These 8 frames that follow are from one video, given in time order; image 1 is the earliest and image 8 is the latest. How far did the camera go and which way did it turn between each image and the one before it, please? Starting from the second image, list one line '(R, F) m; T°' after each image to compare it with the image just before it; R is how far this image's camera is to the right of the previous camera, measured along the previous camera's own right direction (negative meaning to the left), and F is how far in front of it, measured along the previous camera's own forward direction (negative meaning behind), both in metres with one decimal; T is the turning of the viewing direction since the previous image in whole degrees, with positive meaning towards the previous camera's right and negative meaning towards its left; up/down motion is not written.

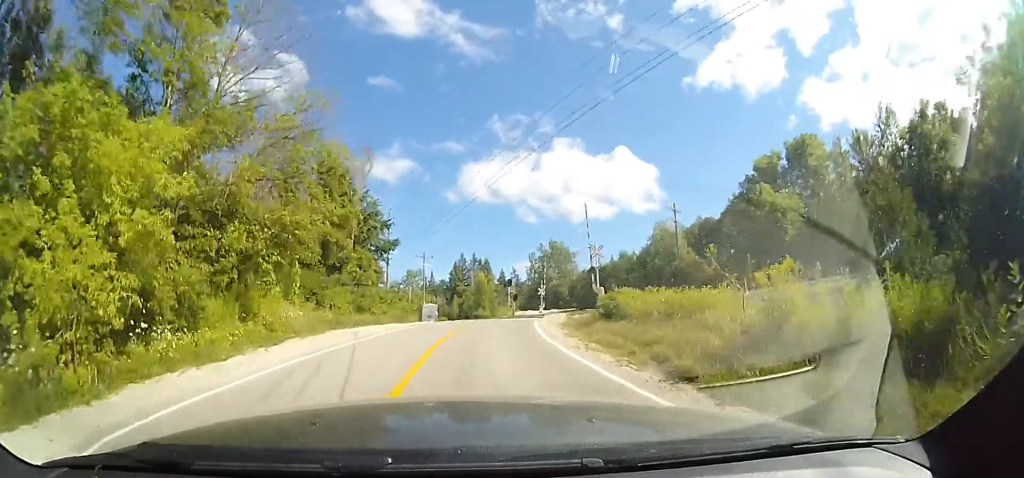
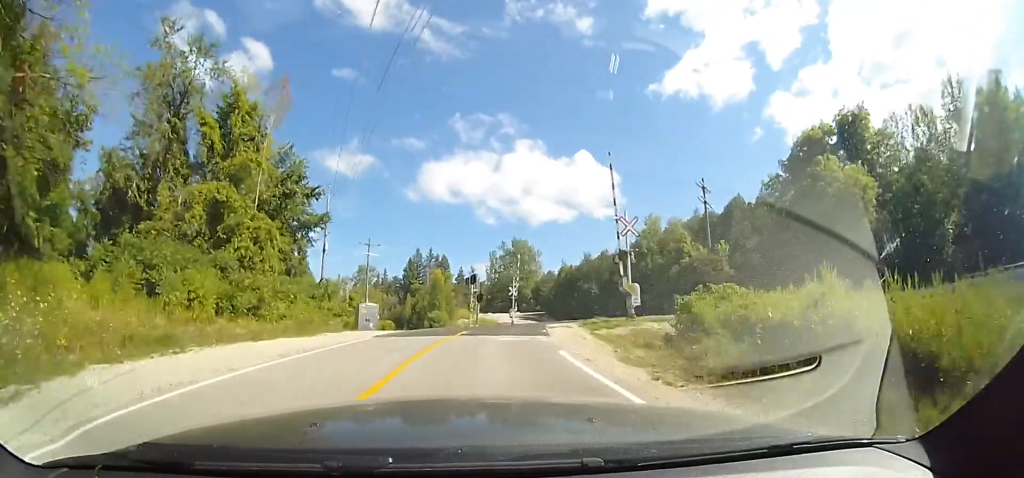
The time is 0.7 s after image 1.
(-0.4, +14.8) m; -2°
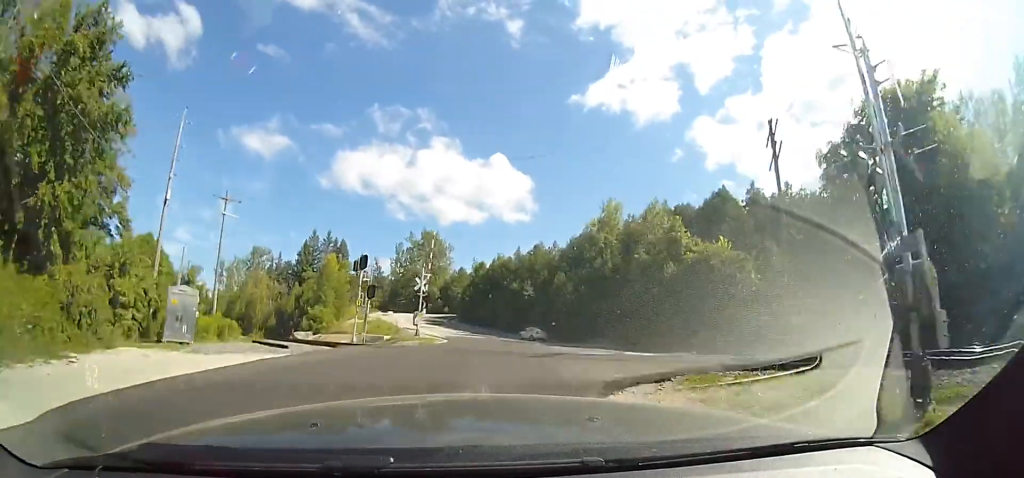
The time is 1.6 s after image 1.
(-0.6, +20.8) m; +12°
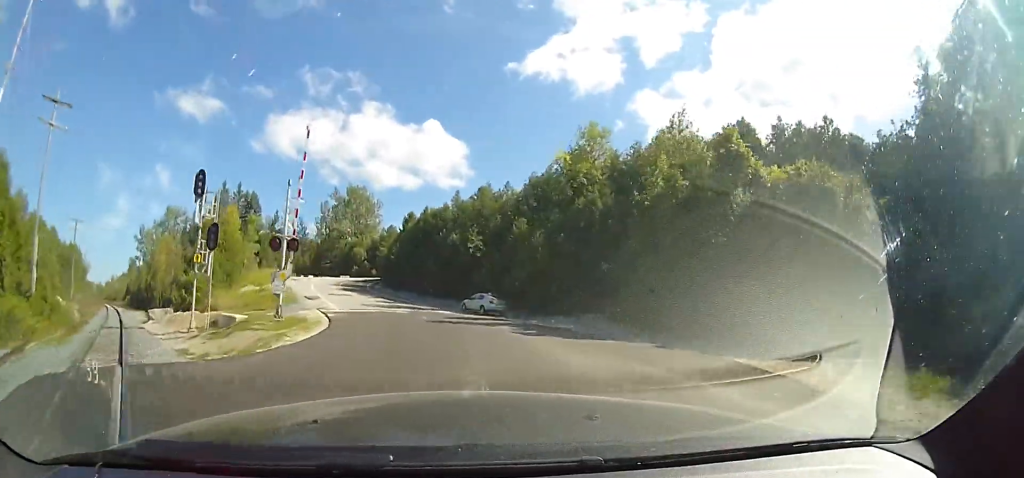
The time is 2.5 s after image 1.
(+3.6, +15.7) m; +11°
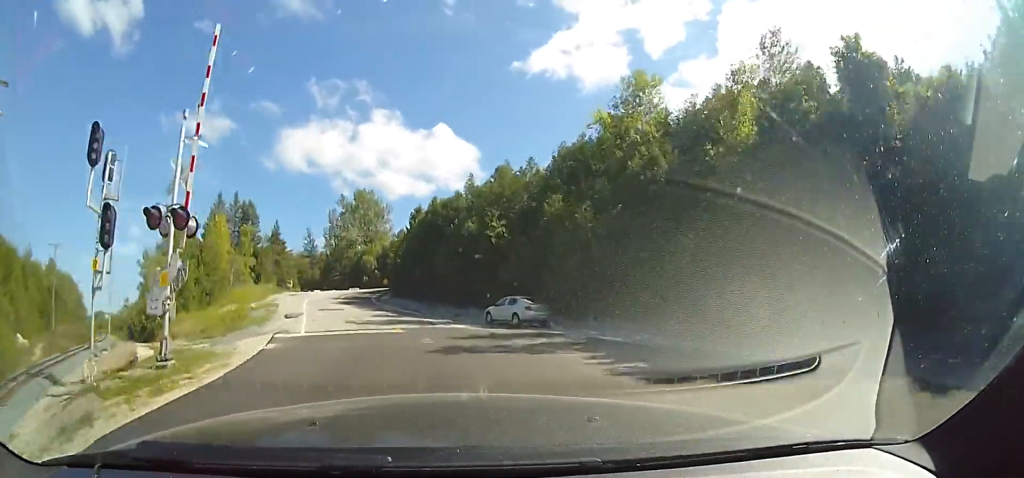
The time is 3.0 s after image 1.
(+3.0, +8.0) m; +3°
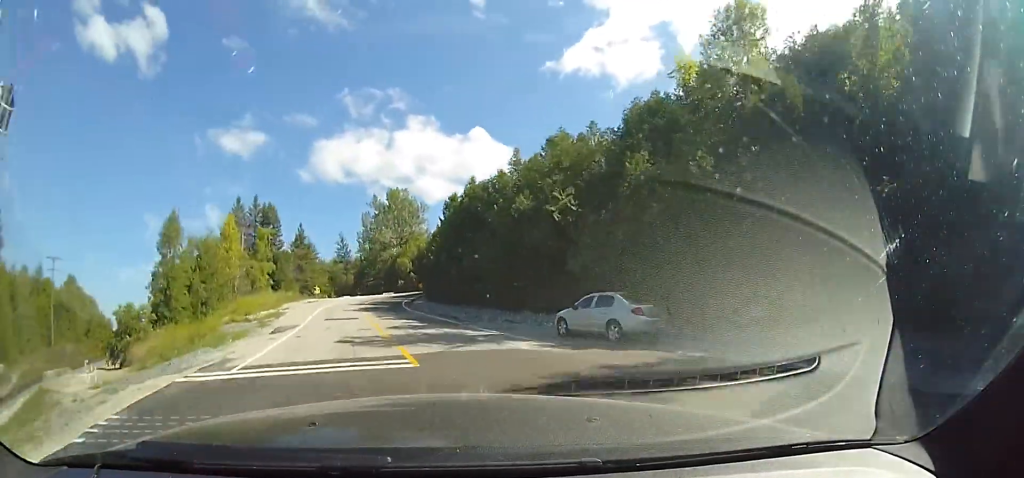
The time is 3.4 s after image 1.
(-2.5, +7.4) m; -10°
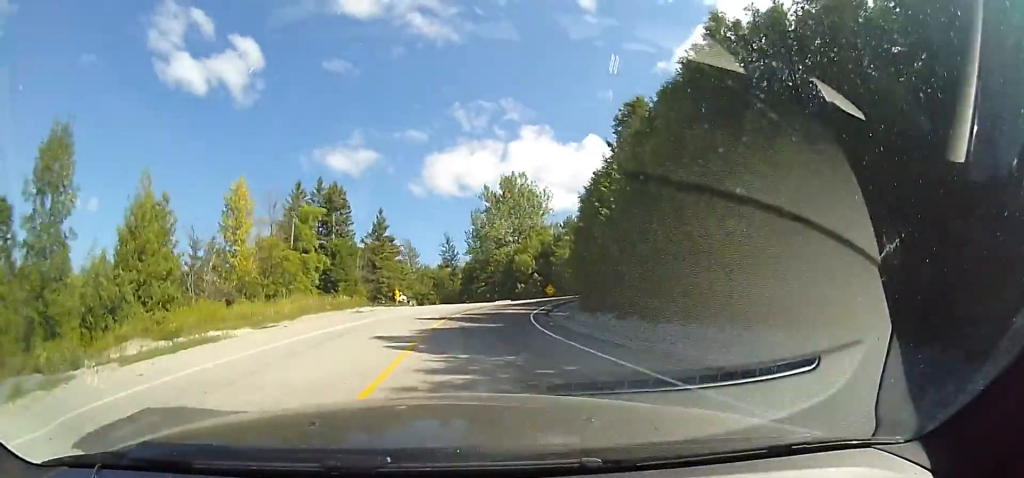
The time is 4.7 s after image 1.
(-4.8, +21.4) m; -9°
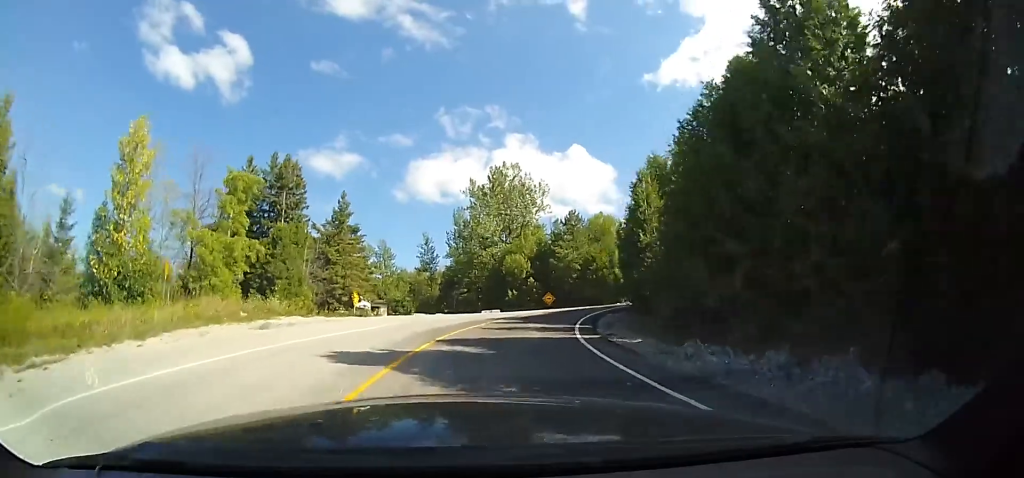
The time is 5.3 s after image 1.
(+0.3, +11.4) m; +6°
